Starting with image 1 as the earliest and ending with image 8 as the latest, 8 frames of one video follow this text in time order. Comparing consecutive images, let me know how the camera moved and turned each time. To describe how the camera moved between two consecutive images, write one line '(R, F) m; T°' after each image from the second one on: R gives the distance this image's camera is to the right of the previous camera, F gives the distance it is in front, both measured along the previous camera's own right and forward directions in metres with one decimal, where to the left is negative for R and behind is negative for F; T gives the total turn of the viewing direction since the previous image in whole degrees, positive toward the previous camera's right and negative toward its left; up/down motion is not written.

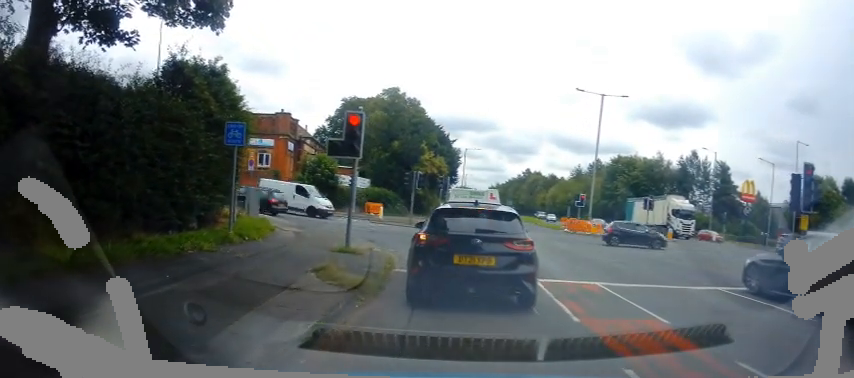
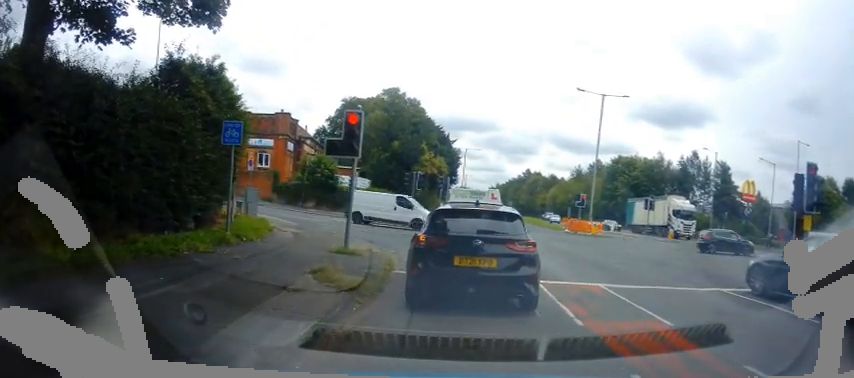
(0.0, +0.2) m; 0°
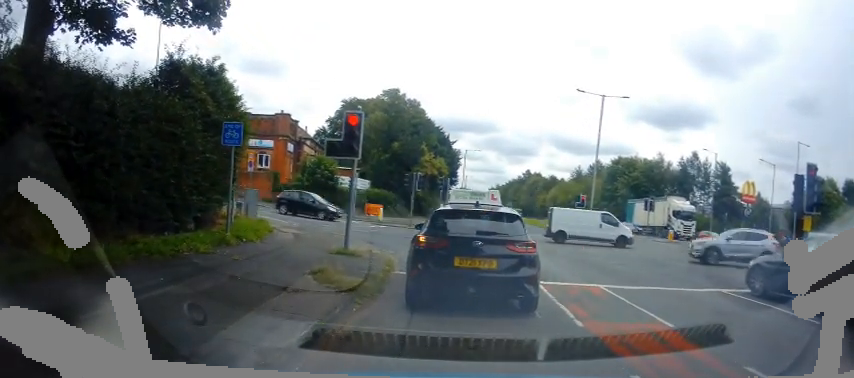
(0.0, 0.0) m; 0°
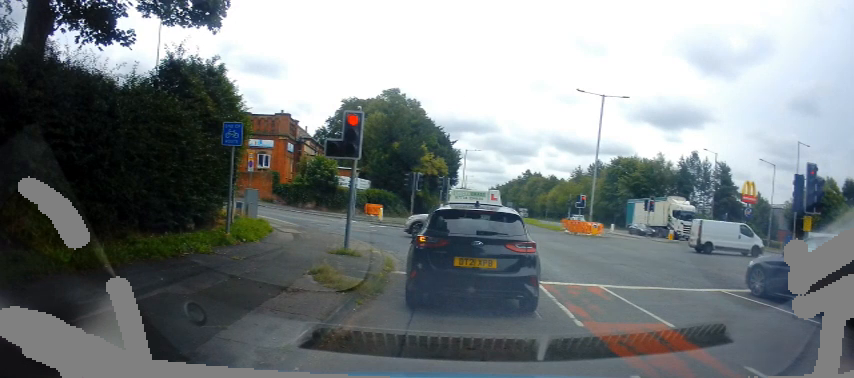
(0.0, 0.0) m; 0°
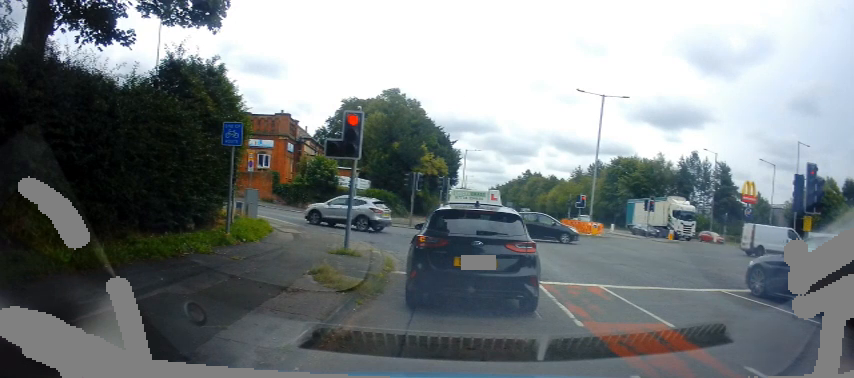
(0.0, 0.0) m; 0°
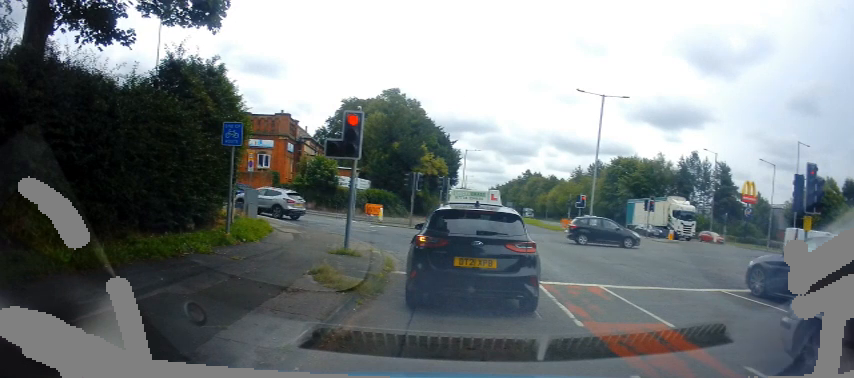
(0.0, 0.0) m; 0°
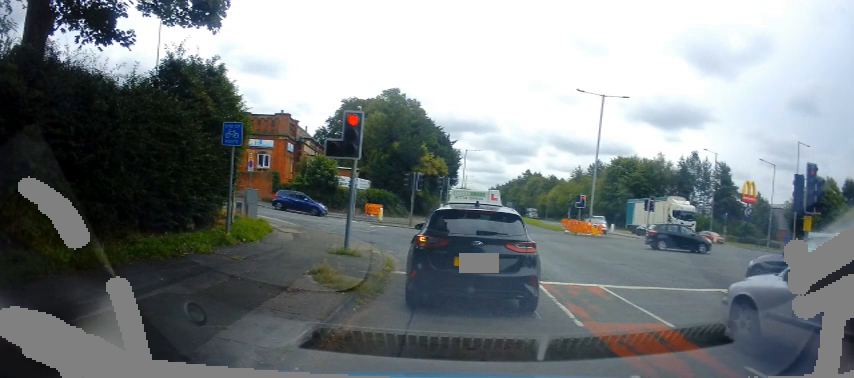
(0.0, 0.0) m; 0°
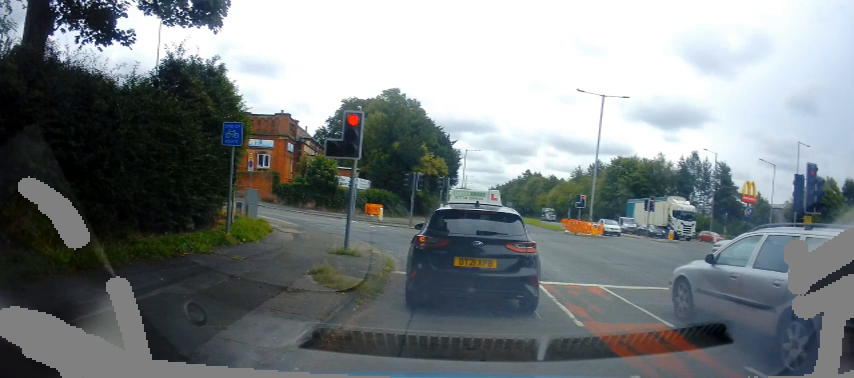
(0.0, 0.0) m; 0°
